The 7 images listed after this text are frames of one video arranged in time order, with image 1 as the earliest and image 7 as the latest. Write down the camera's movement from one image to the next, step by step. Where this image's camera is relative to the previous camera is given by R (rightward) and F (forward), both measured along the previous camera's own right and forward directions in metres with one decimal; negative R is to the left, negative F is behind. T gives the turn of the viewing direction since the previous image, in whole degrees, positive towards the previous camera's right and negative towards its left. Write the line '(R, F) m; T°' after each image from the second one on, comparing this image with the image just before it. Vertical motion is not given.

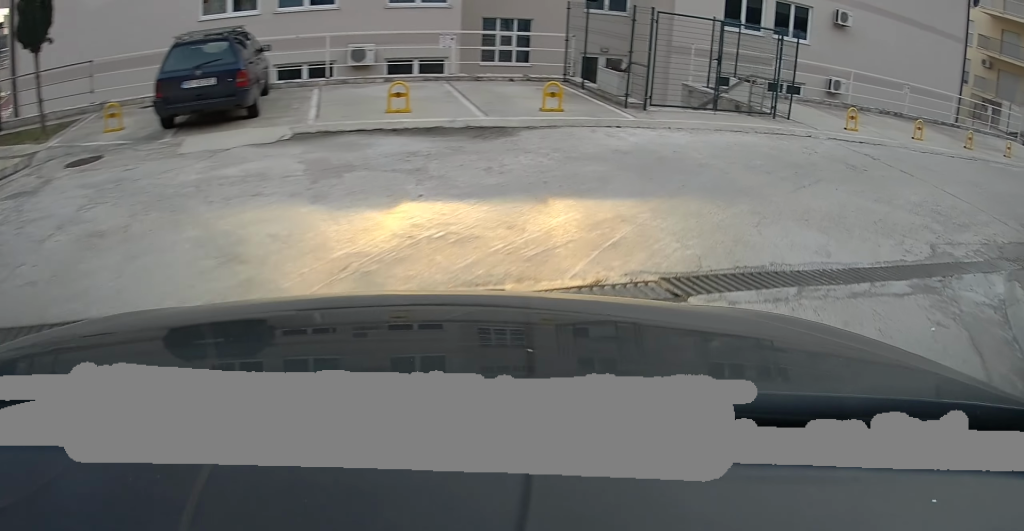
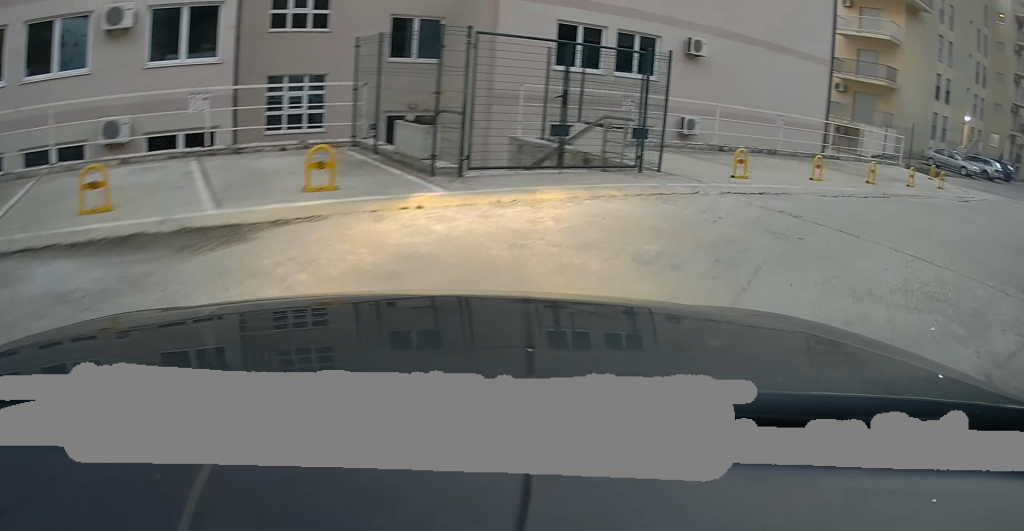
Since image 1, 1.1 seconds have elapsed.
(+0.5, +3.4) m; +18°
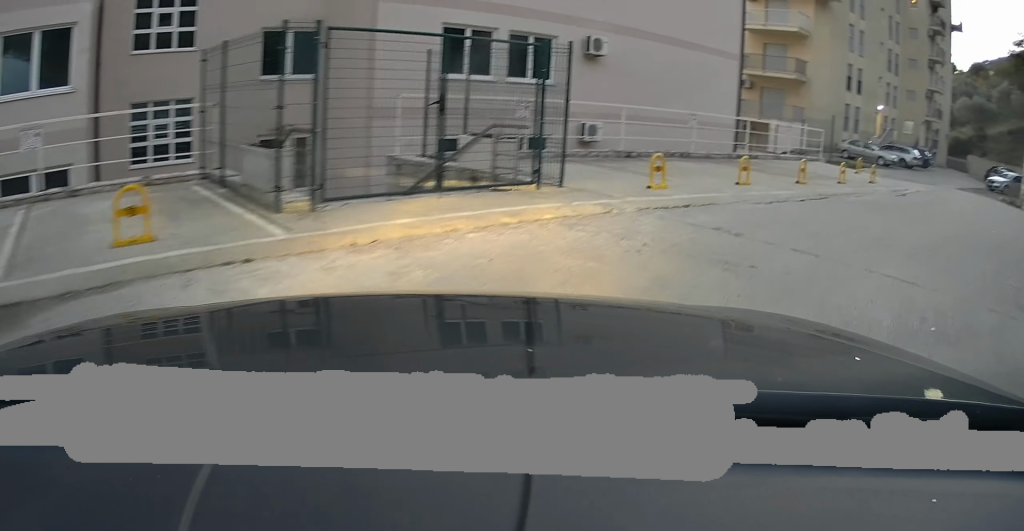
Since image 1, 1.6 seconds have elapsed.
(0.0, +1.5) m; +9°
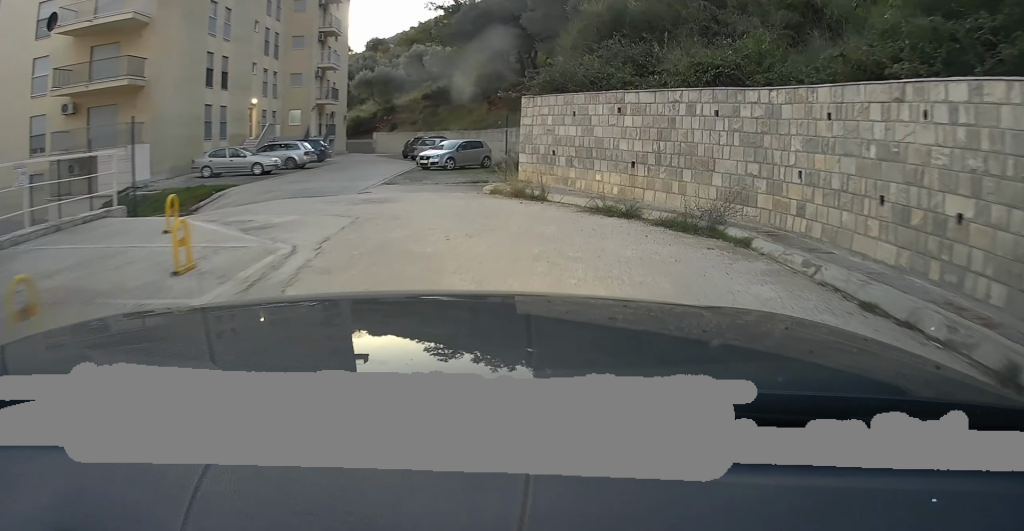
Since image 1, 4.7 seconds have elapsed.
(+4.3, +9.7) m; +37°
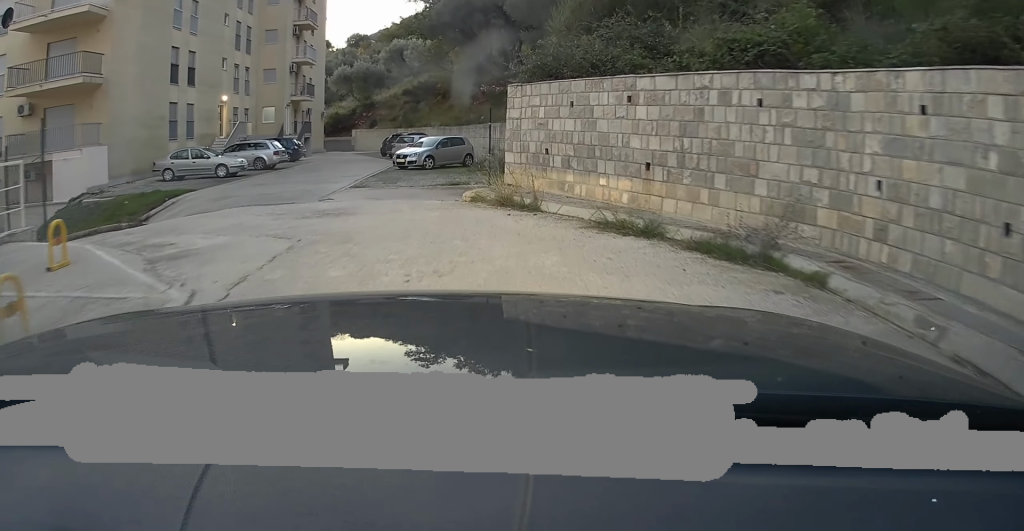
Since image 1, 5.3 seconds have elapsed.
(+0.1, +2.2) m; +1°
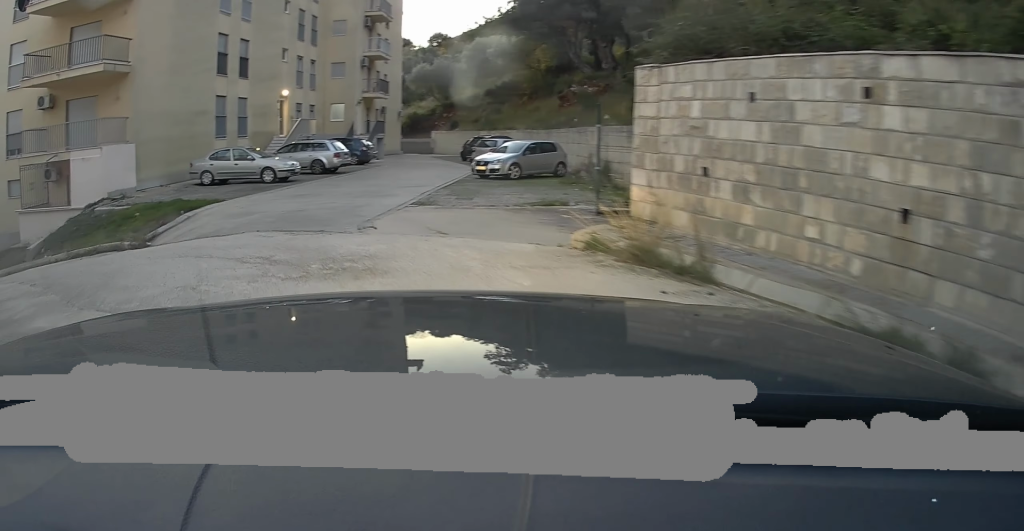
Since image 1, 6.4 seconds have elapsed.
(+0.1, +4.4) m; -1°
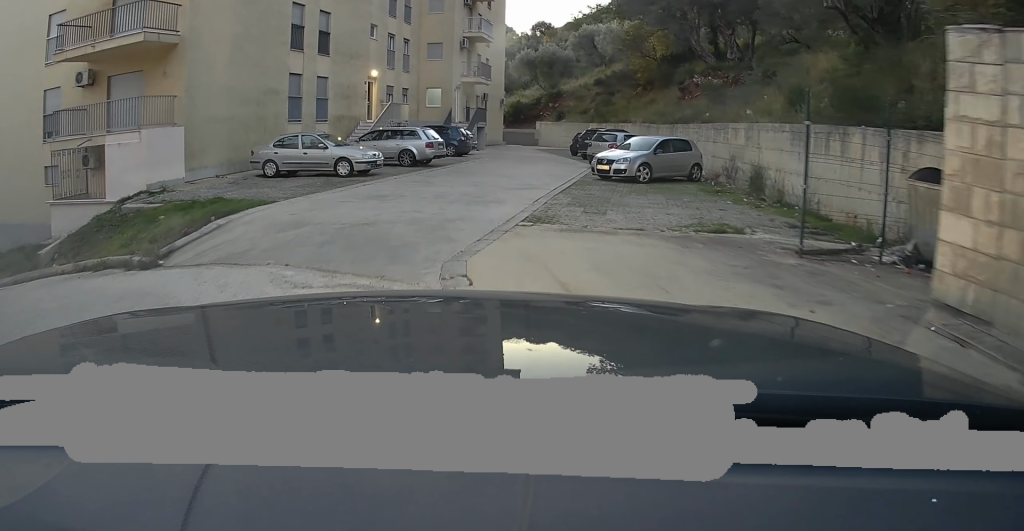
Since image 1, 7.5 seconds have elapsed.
(-0.1, +4.3) m; -4°
